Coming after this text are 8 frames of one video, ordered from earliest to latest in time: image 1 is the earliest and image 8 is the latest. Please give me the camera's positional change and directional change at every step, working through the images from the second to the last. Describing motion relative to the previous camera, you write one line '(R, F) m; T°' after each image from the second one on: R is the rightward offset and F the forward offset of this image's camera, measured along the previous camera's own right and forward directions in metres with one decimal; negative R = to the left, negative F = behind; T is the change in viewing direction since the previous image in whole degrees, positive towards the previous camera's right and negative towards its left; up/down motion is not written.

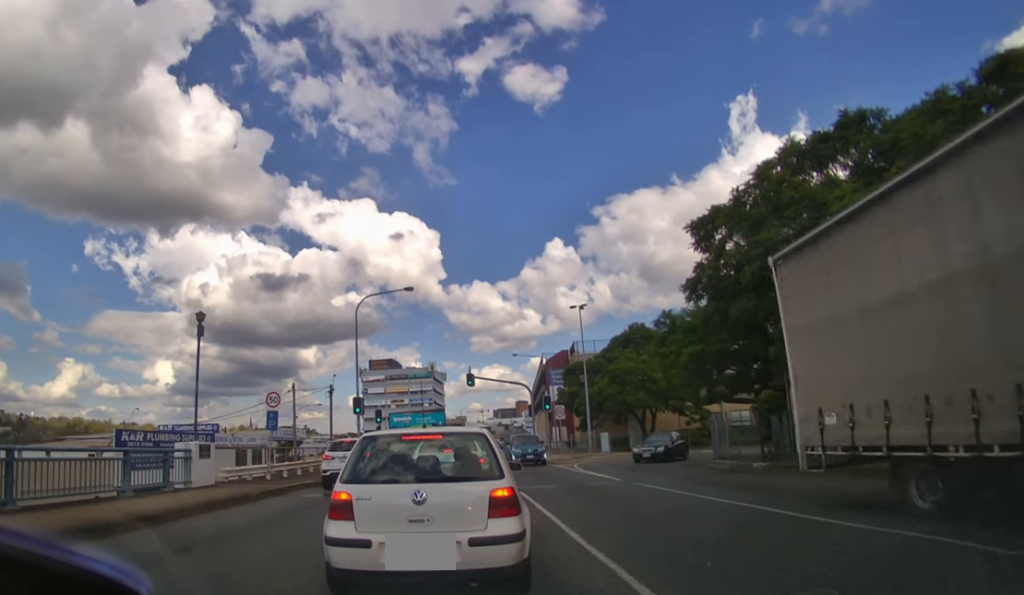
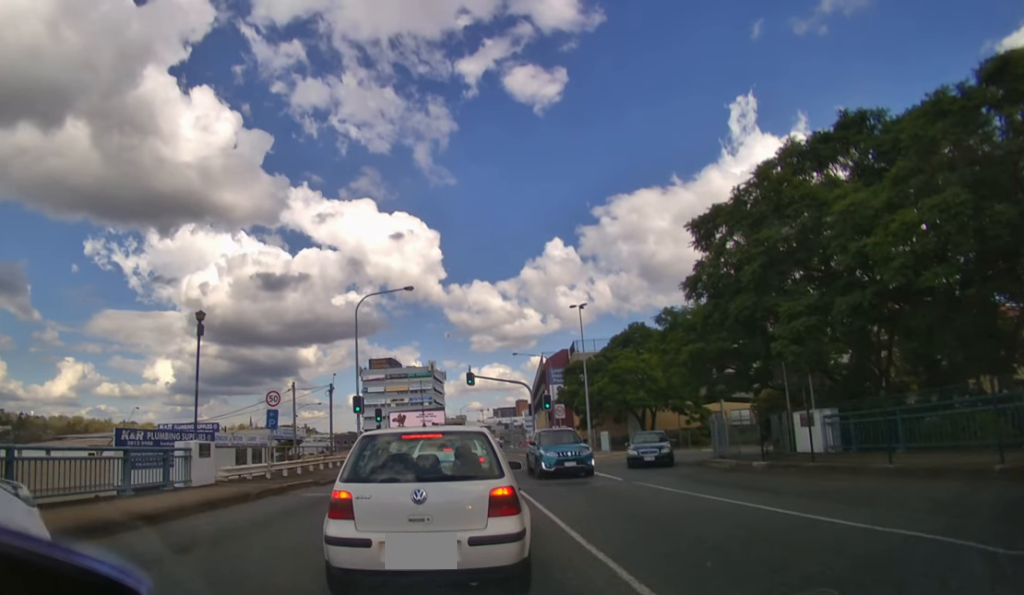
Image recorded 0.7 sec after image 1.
(0.0, 0.0) m; 0°
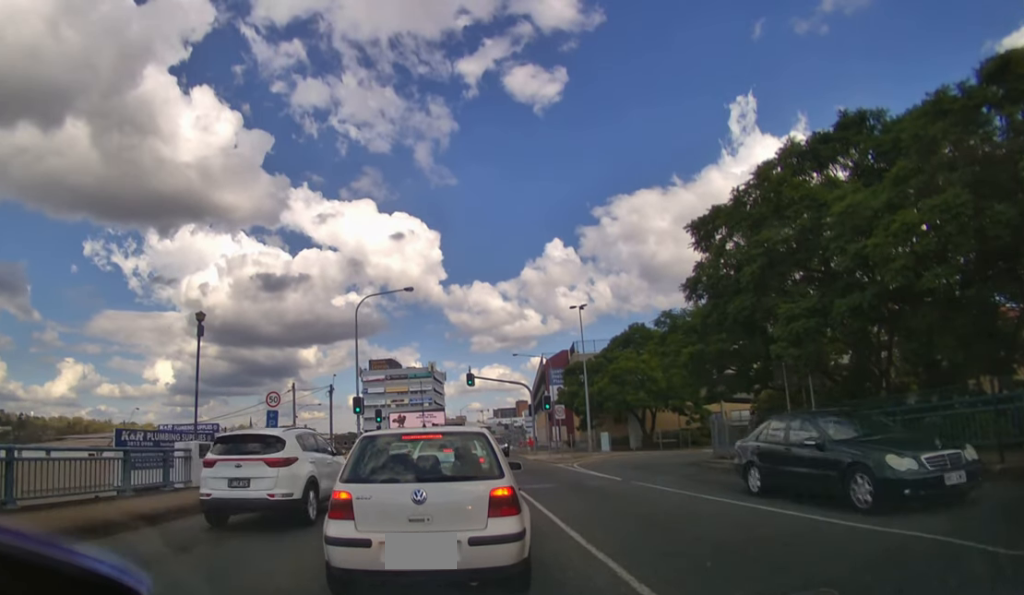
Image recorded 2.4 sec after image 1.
(0.0, 0.0) m; 0°
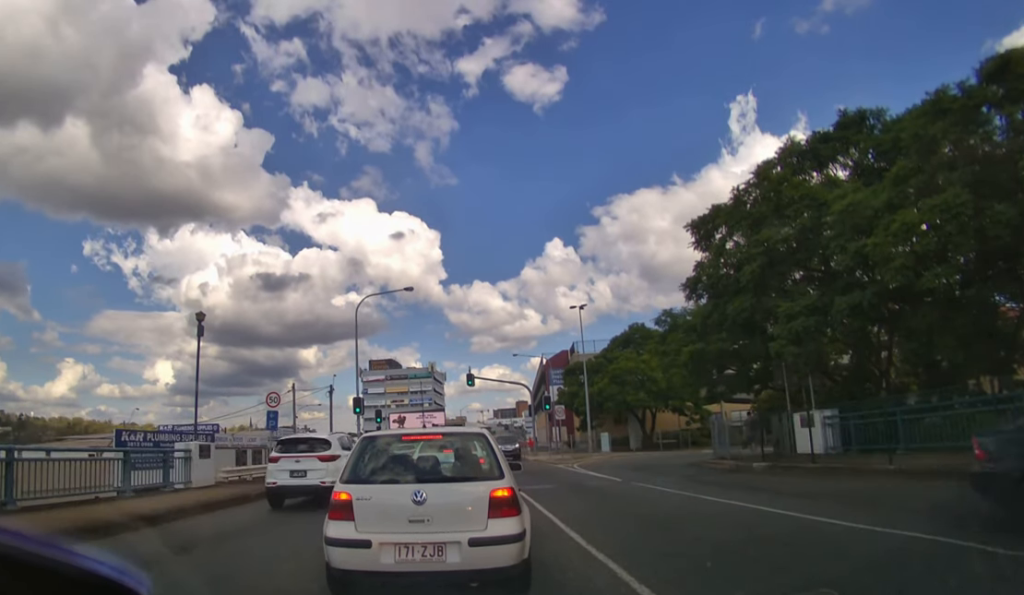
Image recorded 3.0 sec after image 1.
(0.0, 0.0) m; 0°
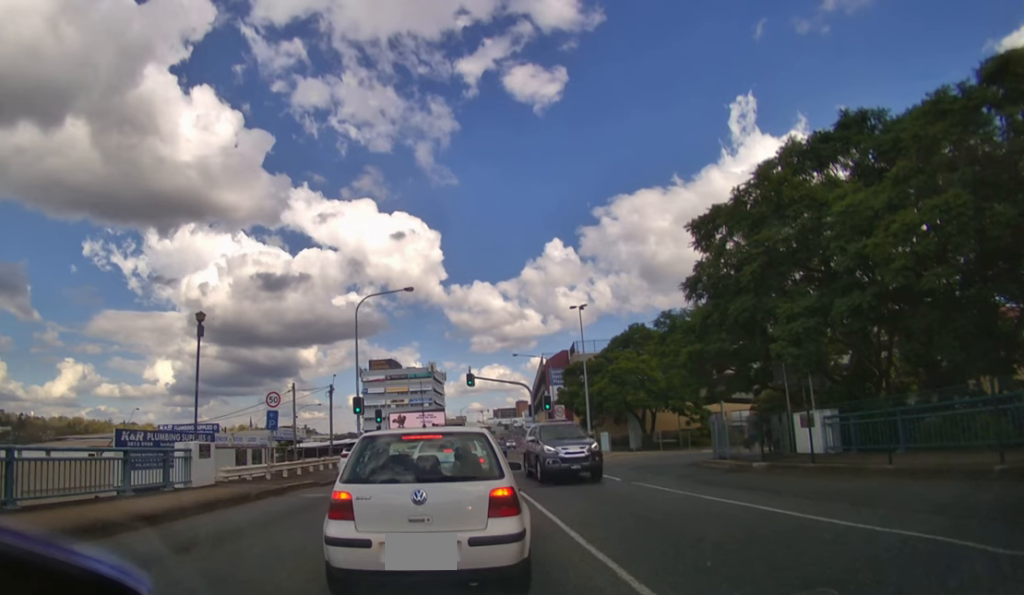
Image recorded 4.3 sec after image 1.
(0.0, 0.0) m; 0°
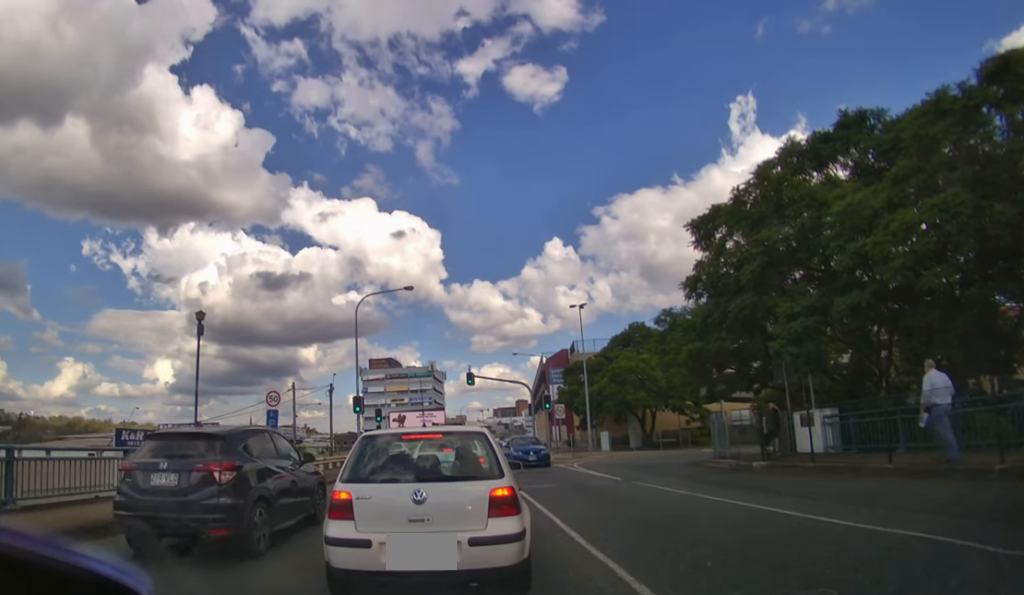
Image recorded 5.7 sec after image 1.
(0.0, 0.0) m; 0°
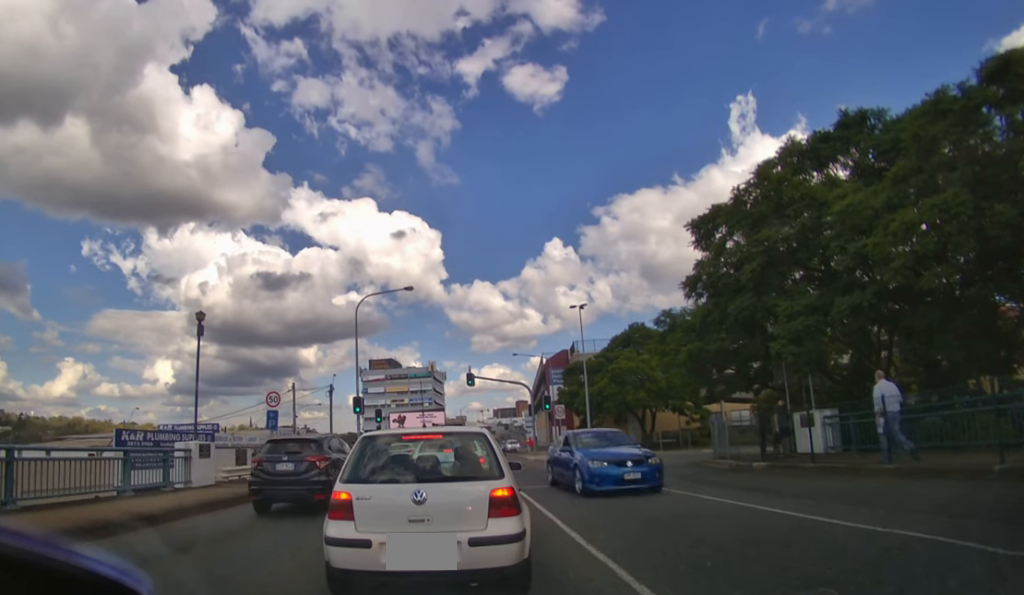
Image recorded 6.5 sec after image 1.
(0.0, 0.0) m; 0°
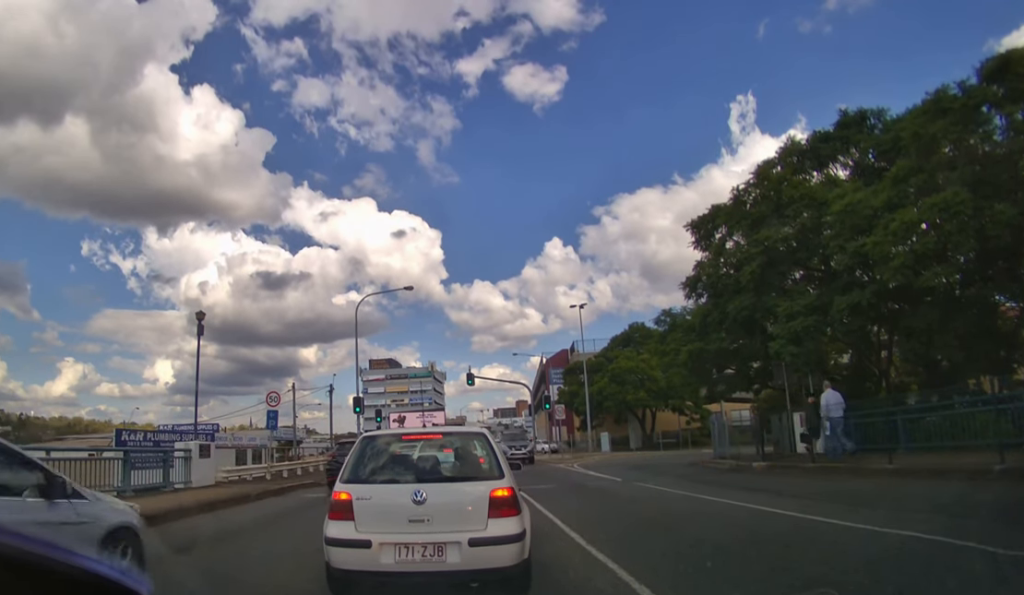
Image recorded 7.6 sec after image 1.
(0.0, 0.0) m; 0°
